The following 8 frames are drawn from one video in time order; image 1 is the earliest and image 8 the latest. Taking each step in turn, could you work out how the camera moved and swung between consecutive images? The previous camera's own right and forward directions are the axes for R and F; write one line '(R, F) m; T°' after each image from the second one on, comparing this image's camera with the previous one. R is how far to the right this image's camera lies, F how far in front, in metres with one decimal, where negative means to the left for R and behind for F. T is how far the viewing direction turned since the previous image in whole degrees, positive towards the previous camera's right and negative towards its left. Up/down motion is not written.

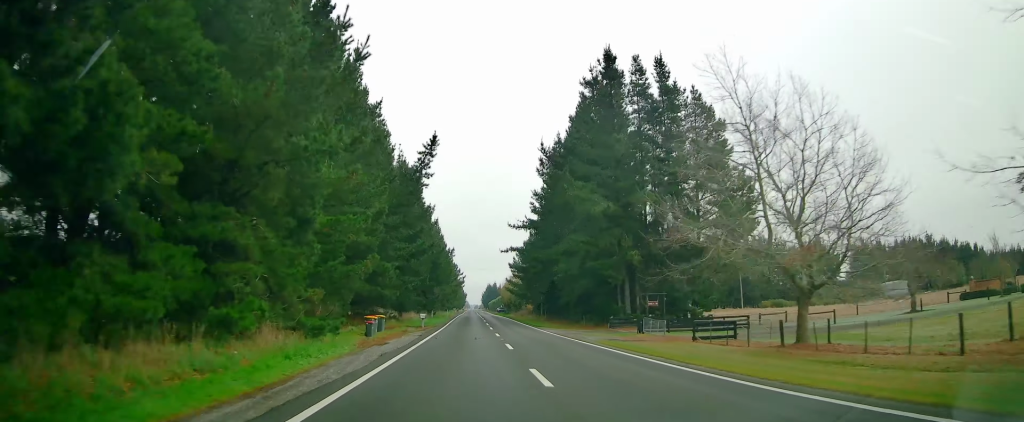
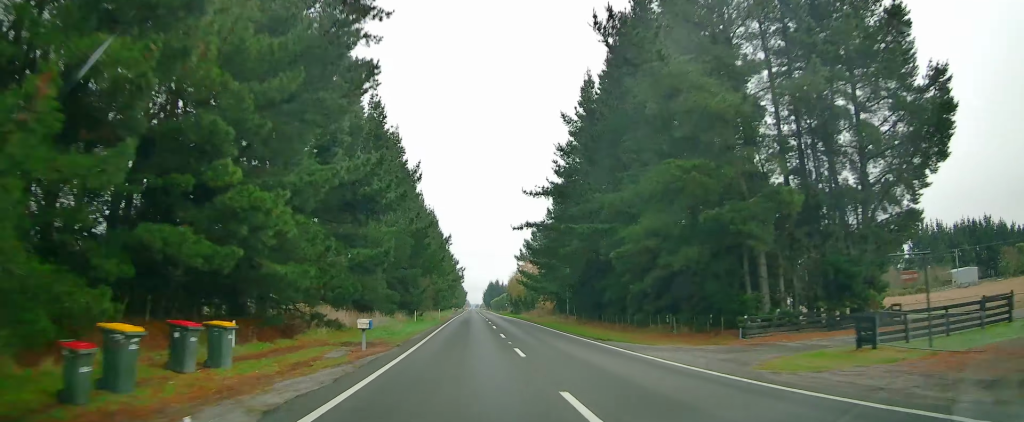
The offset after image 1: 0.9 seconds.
(-0.1, +24.0) m; -1°
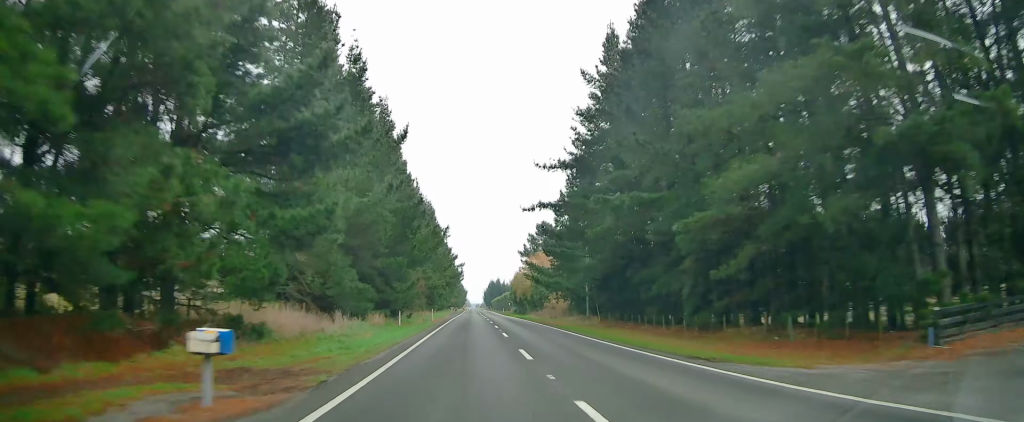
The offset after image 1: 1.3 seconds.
(-0.2, +11.5) m; 0°
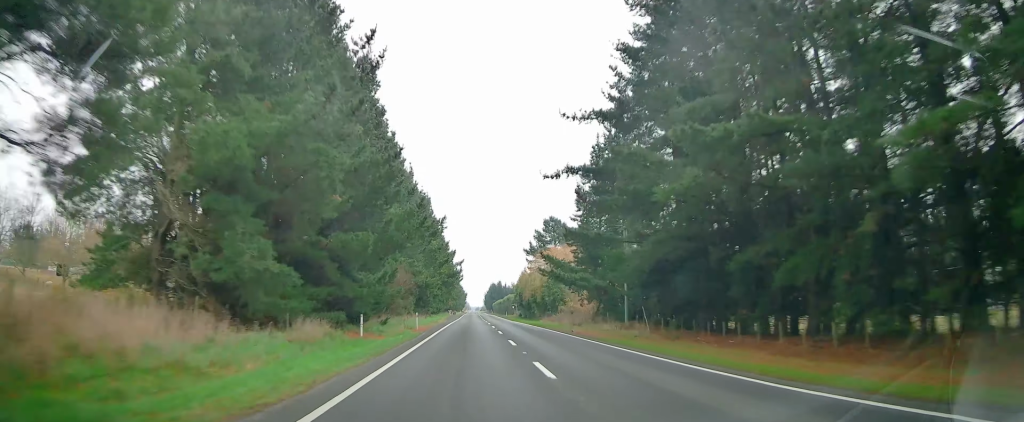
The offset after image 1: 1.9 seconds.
(-0.1, +14.1) m; 0°
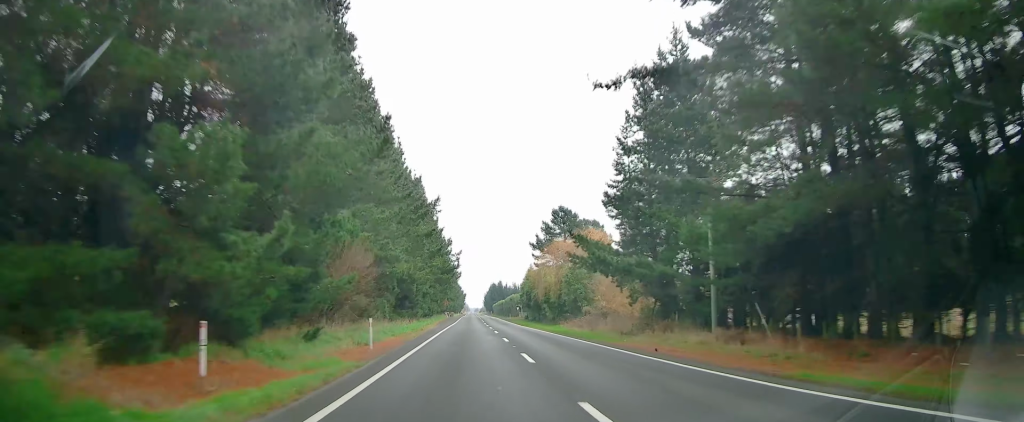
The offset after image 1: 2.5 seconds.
(+0.3, +15.8) m; 0°
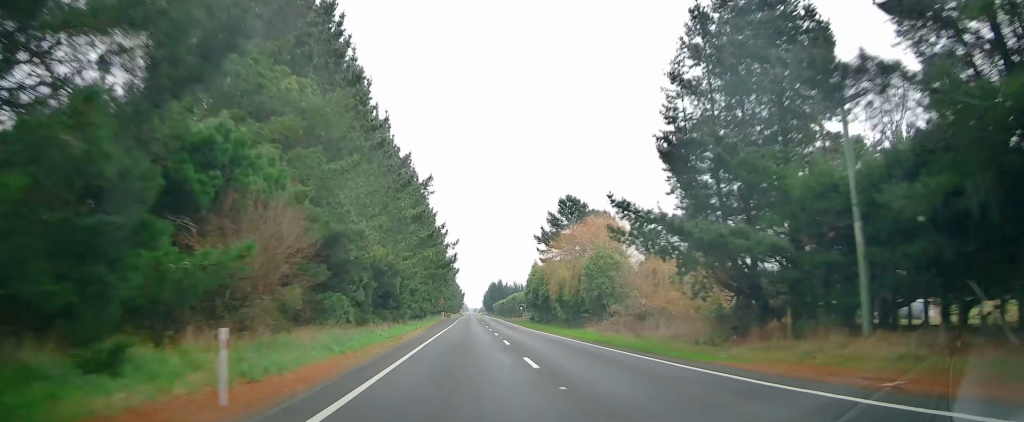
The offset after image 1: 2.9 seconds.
(0.0, +11.4) m; 0°
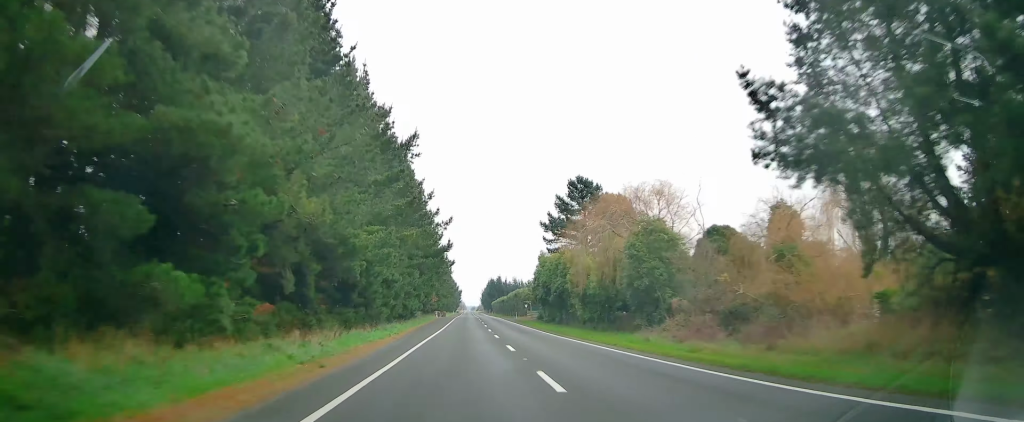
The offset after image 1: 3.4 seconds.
(-0.2, +14.0) m; 0°
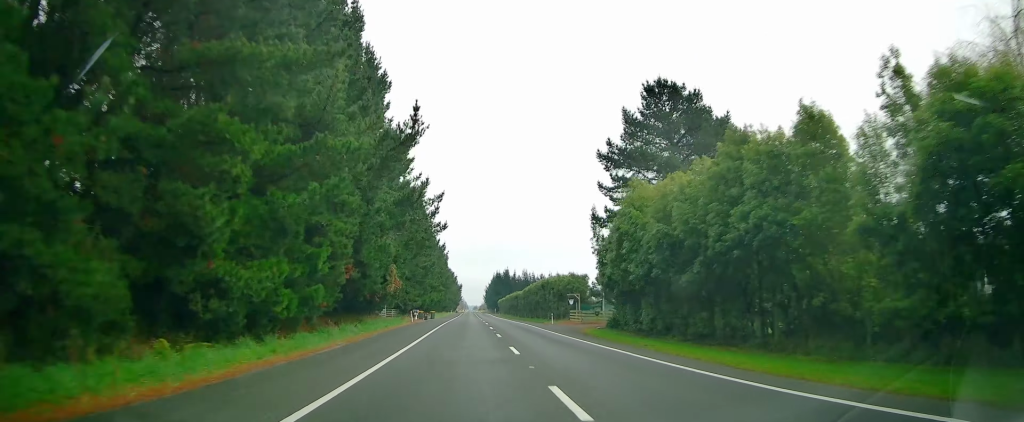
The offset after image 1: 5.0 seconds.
(+0.2, +42.4) m; 0°
